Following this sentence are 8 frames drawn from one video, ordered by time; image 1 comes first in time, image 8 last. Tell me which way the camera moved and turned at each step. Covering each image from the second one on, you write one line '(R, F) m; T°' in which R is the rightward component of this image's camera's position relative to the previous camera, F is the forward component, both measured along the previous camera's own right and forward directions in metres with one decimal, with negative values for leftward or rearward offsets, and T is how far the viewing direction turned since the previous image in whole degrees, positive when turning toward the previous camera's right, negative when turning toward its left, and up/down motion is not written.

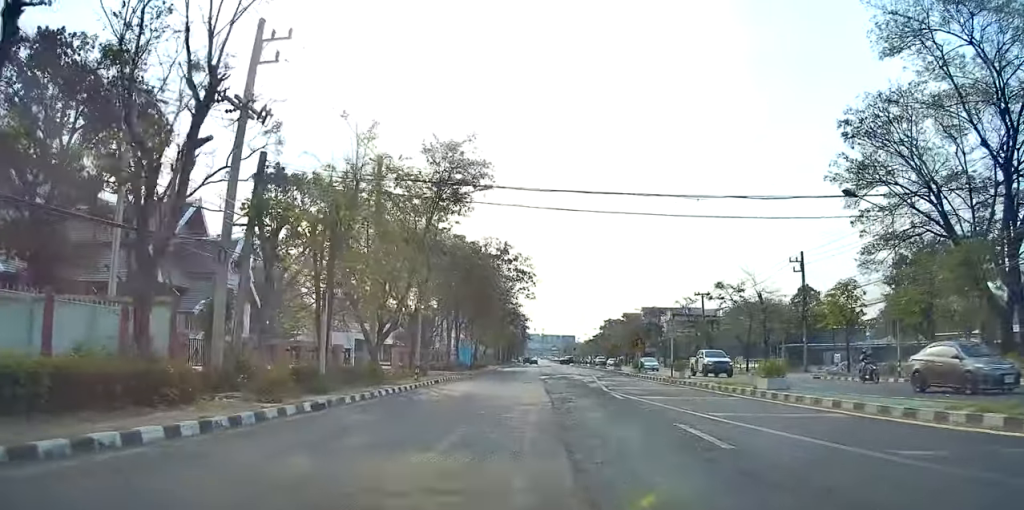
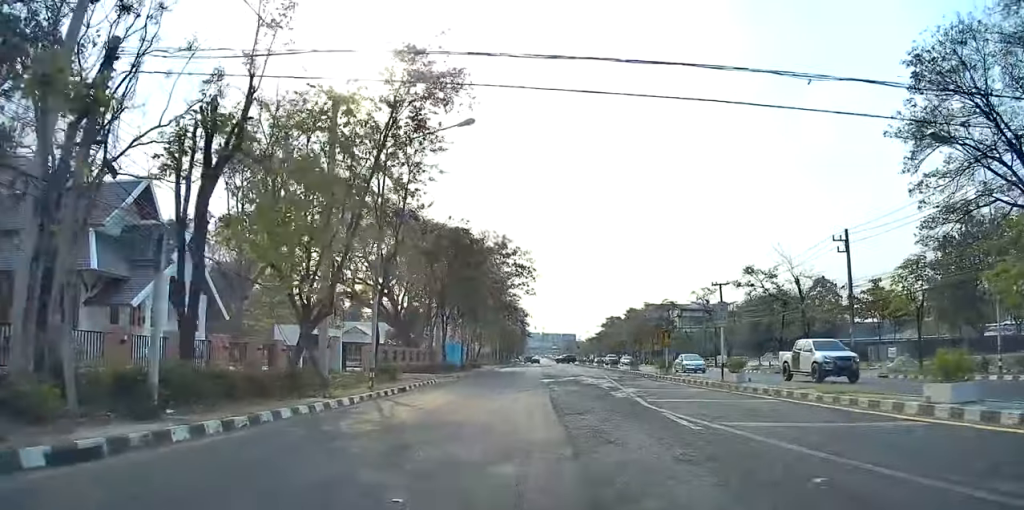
(+0.1, +8.6) m; -1°
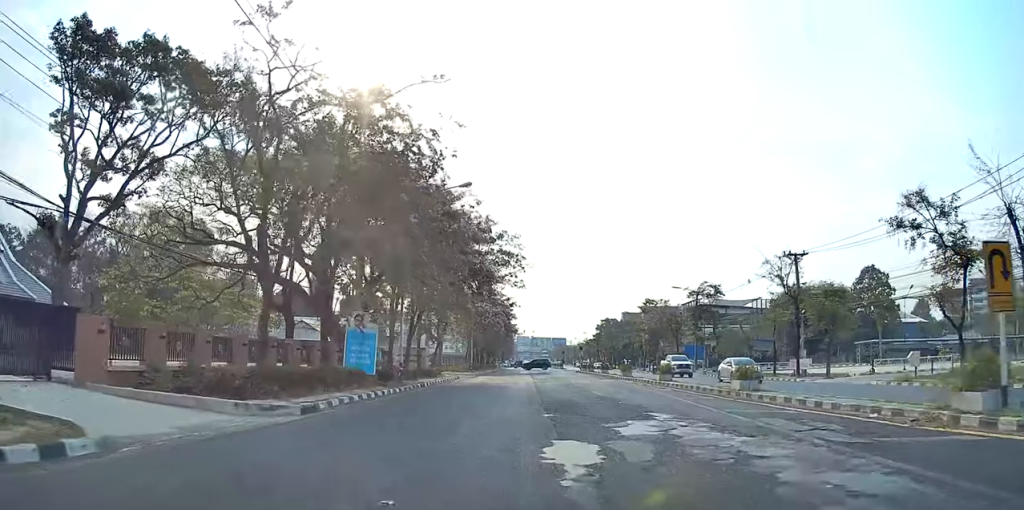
(-0.2, +25.7) m; 0°
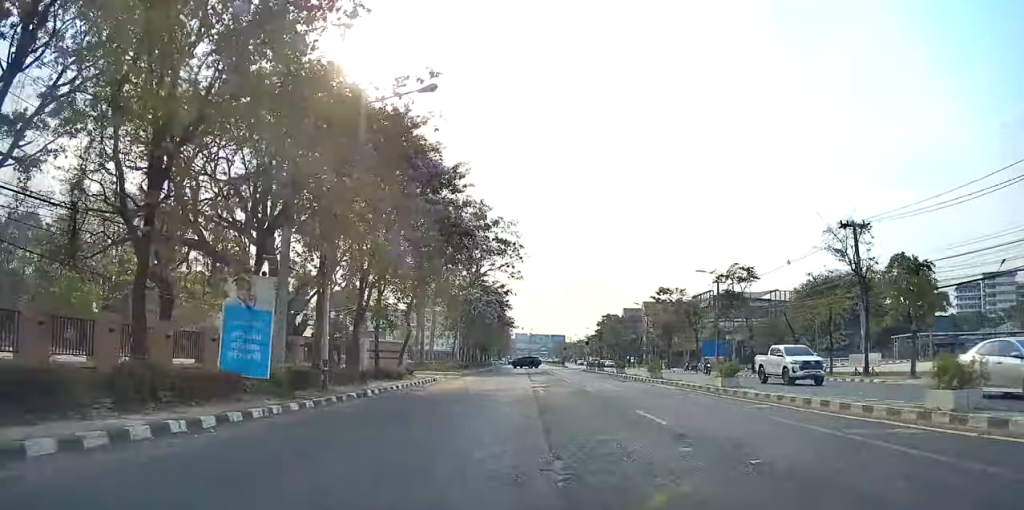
(-0.2, +11.5) m; -2°
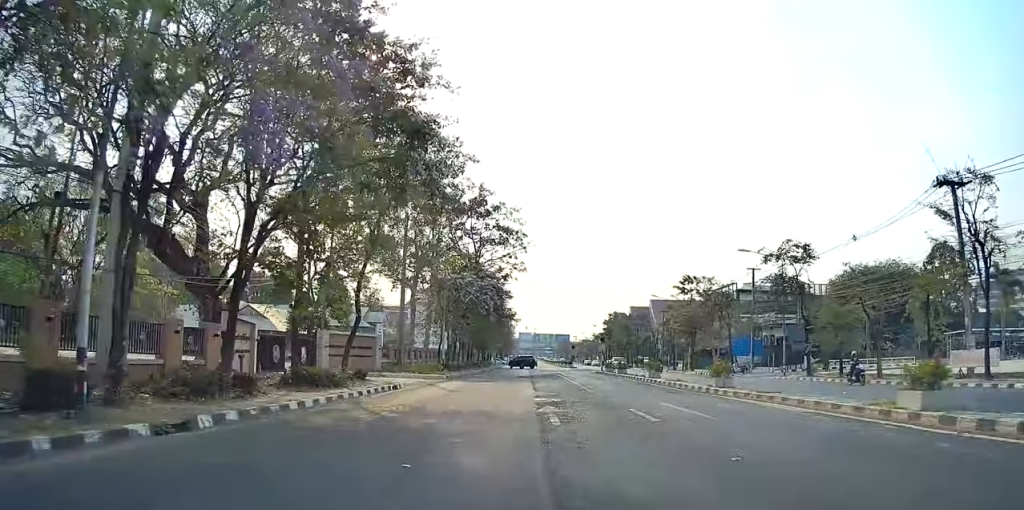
(-0.2, +11.4) m; -1°
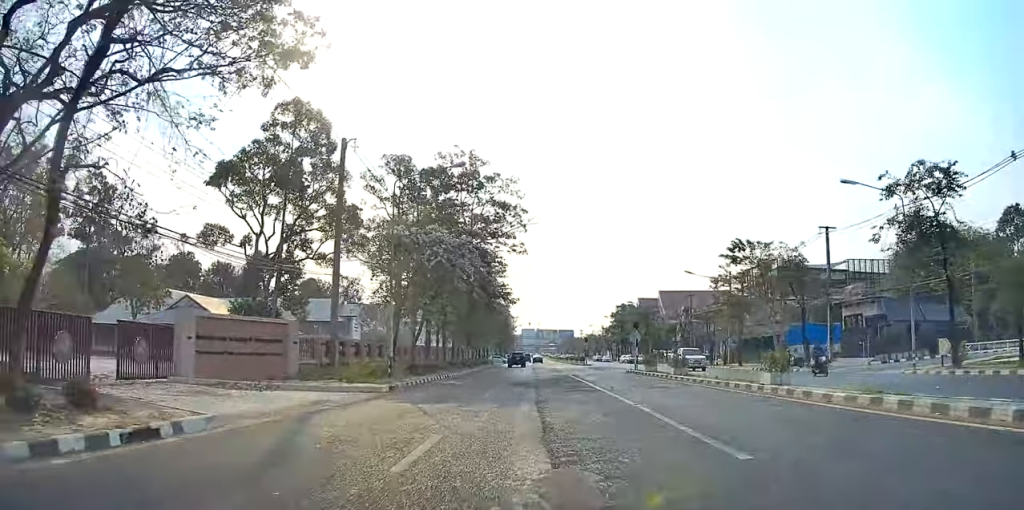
(0.0, +17.1) m; +1°
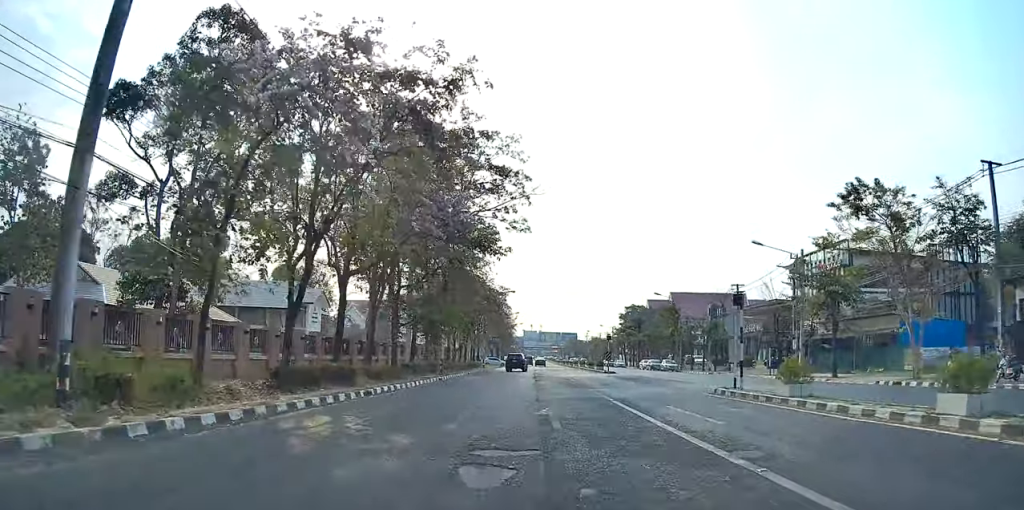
(+0.2, +20.9) m; 0°
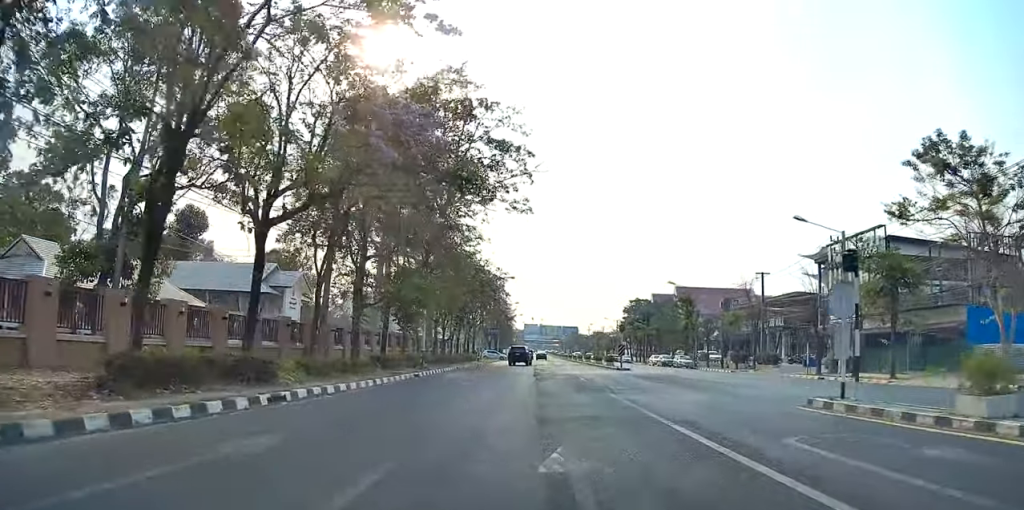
(-0.1, +7.9) m; 0°
